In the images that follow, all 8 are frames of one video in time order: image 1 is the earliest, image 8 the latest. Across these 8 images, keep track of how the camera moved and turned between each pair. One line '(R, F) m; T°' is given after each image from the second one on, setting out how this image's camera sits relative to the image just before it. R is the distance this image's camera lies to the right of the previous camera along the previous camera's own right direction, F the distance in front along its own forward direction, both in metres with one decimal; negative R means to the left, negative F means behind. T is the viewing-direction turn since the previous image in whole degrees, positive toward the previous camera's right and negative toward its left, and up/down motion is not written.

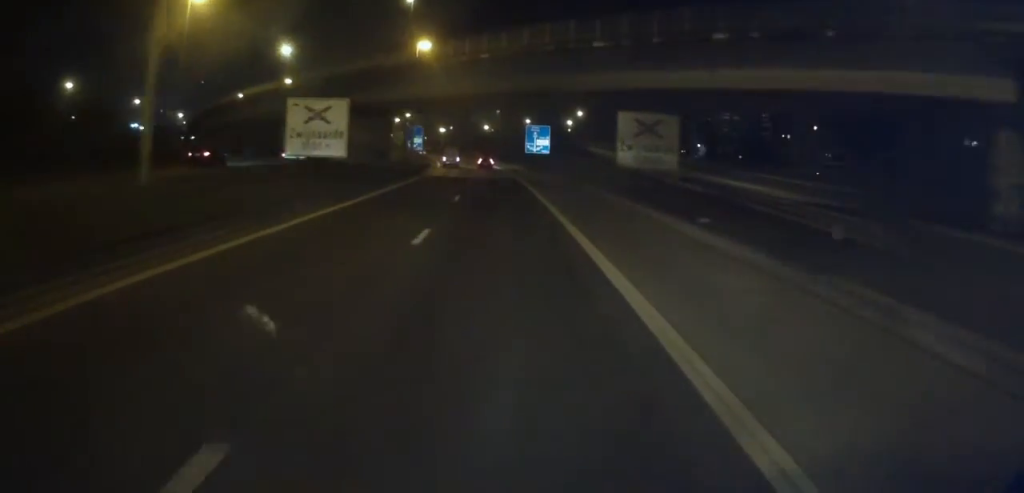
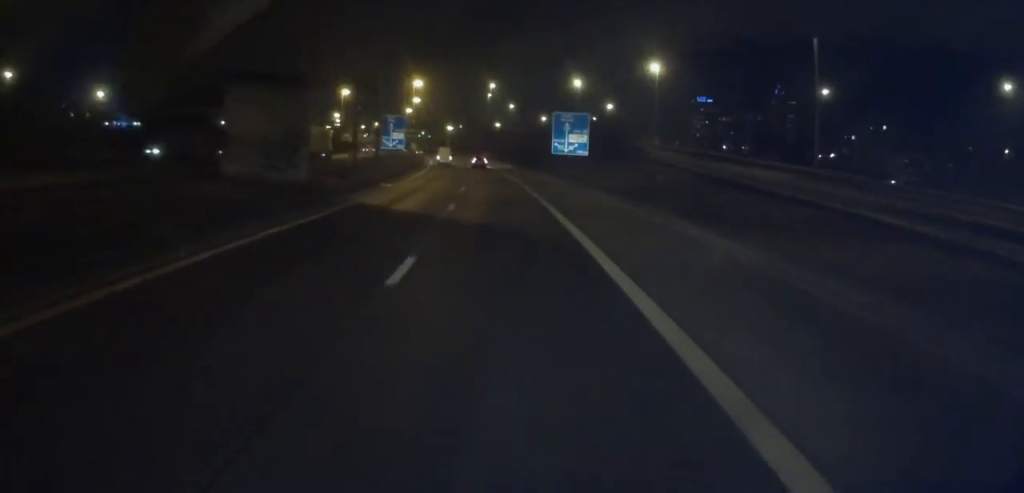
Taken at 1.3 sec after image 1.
(-0.3, +30.4) m; -1°
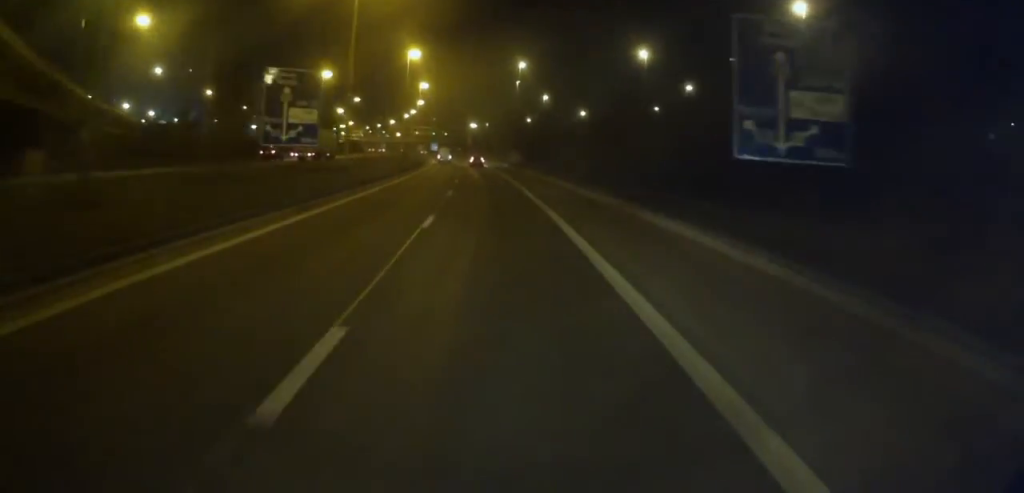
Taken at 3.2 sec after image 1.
(-0.5, +43.7) m; -1°
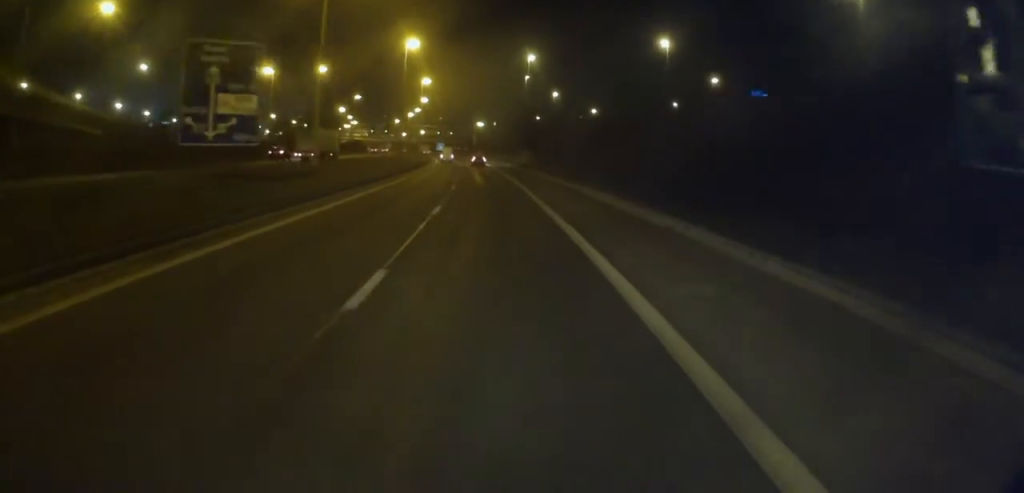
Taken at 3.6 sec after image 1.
(0.0, +9.4) m; -1°
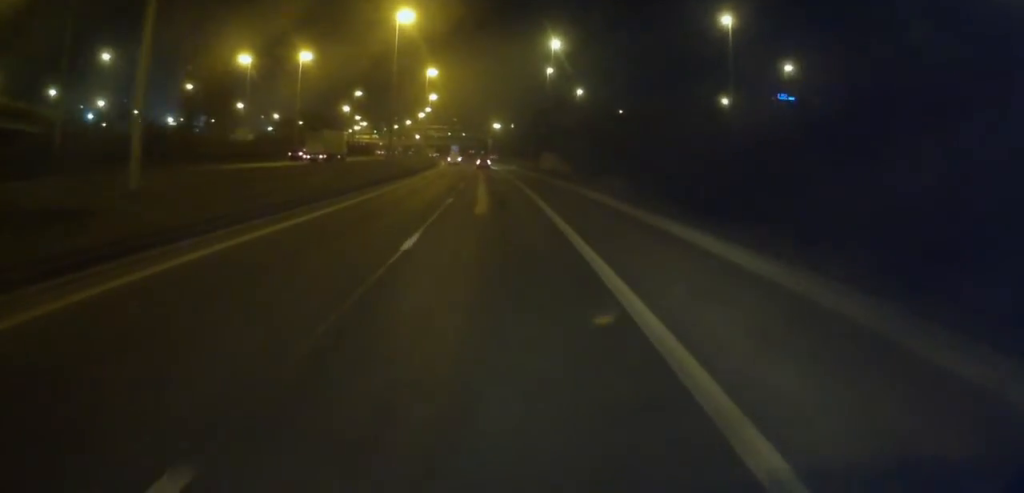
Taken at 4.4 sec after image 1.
(-0.1, +20.4) m; -2°
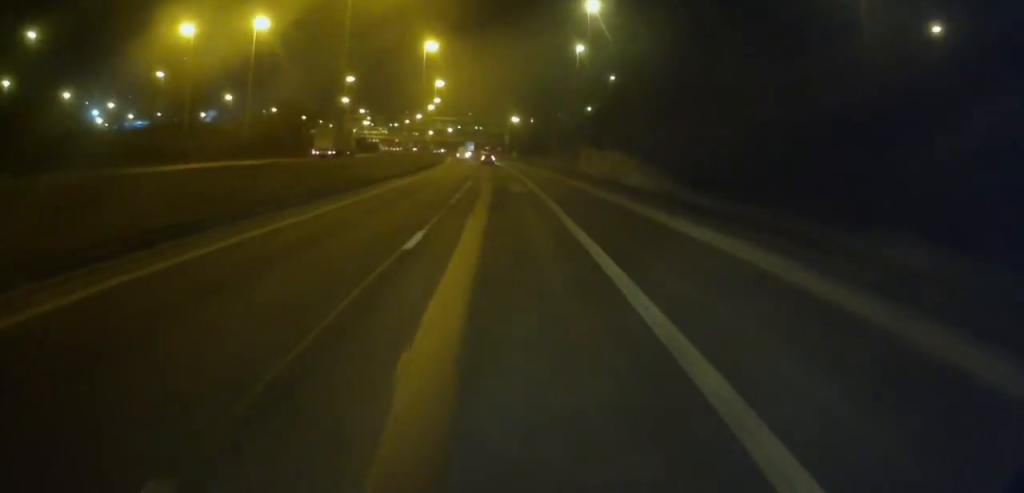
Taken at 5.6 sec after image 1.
(-0.7, +26.5) m; -2°
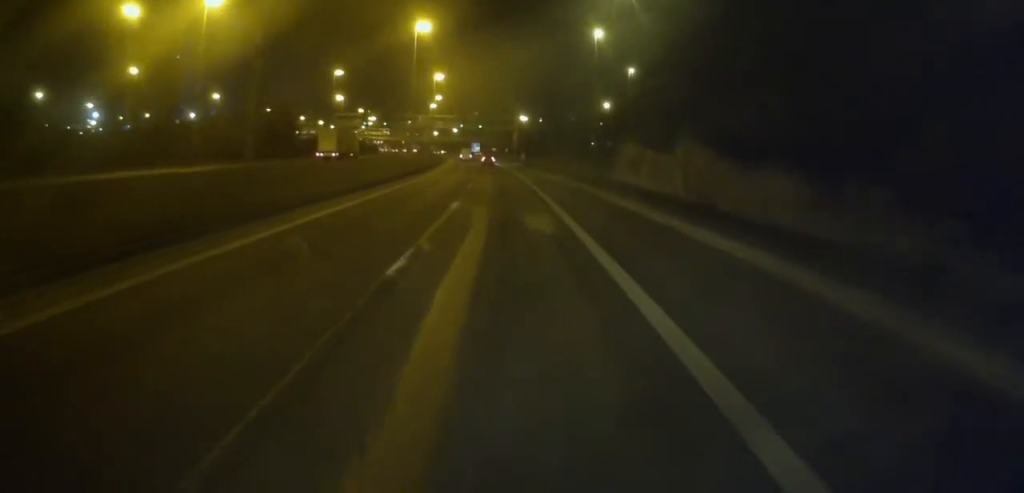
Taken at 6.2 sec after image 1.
(-0.1, +15.5) m; -1°
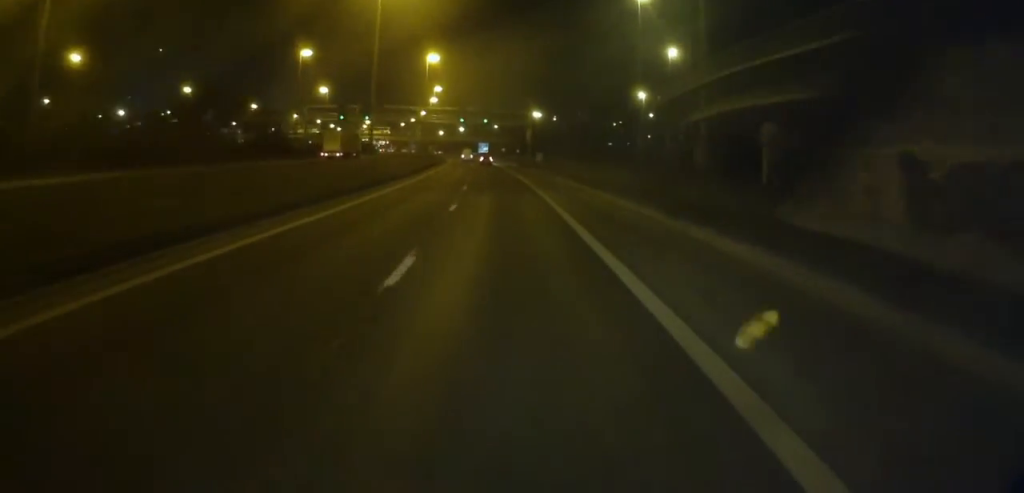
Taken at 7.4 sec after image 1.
(-0.6, +26.3) m; -1°
